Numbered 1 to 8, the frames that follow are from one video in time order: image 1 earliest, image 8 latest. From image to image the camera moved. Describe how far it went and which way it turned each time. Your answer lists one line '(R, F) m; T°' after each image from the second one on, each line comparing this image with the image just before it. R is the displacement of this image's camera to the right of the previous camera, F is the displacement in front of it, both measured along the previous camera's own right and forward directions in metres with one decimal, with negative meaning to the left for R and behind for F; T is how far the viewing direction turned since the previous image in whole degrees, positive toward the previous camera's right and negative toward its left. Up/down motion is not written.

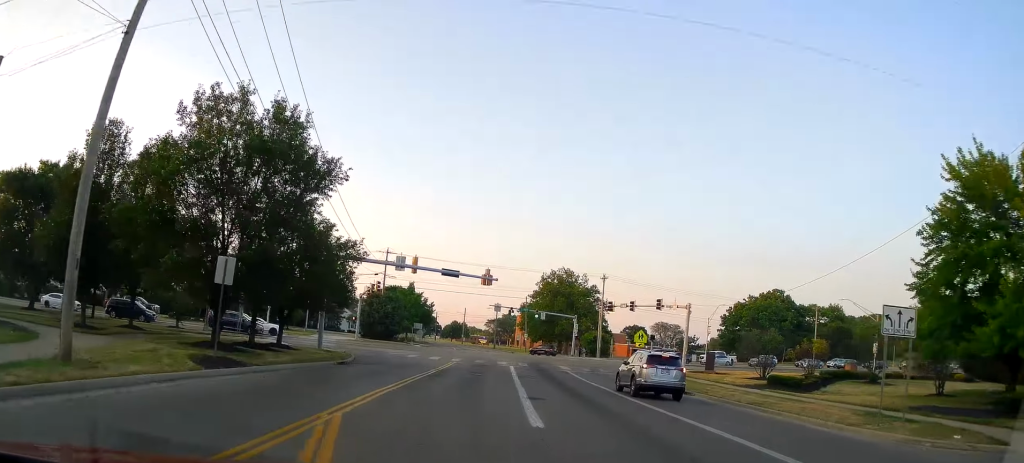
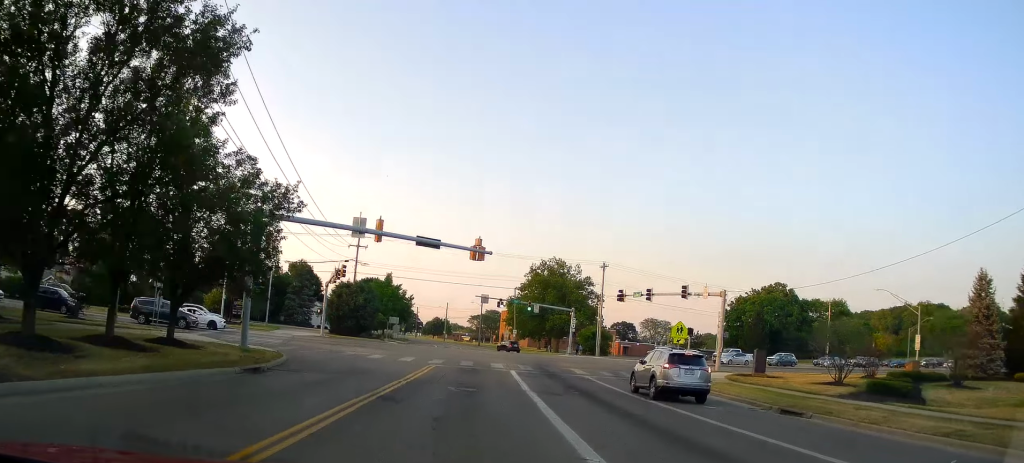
(-0.5, +10.2) m; 0°
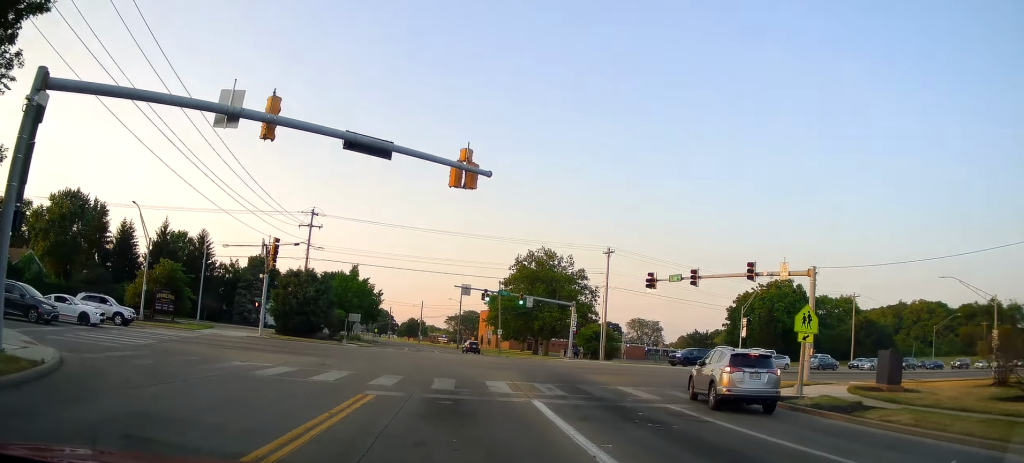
(+0.4, +14.1) m; +1°
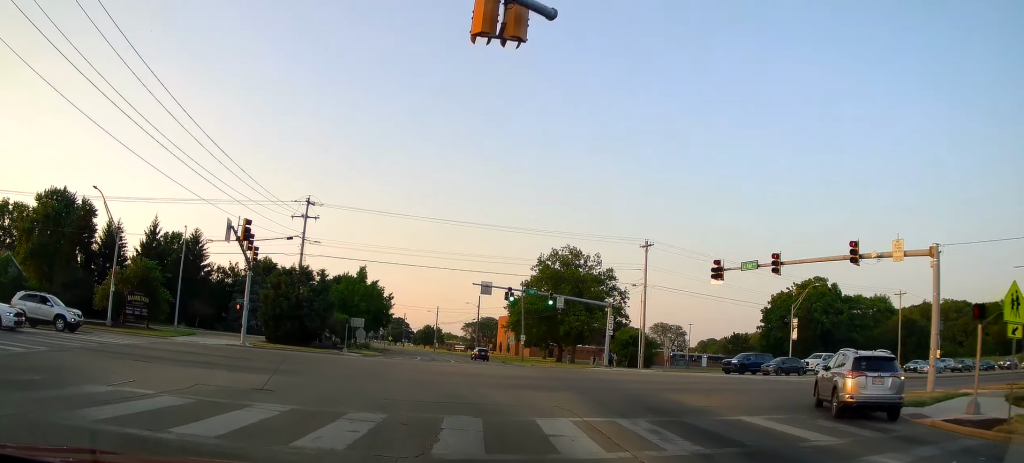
(-0.2, +8.4) m; -7°
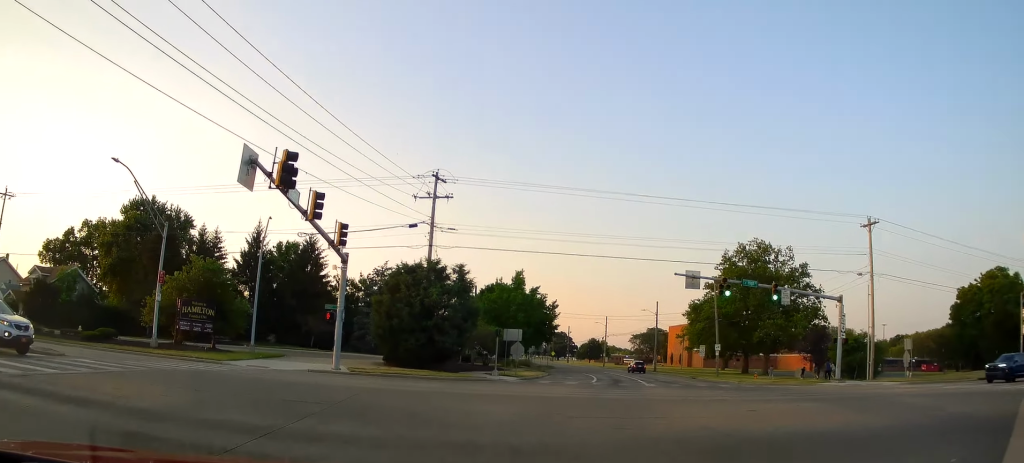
(-2.4, +14.4) m; -20°
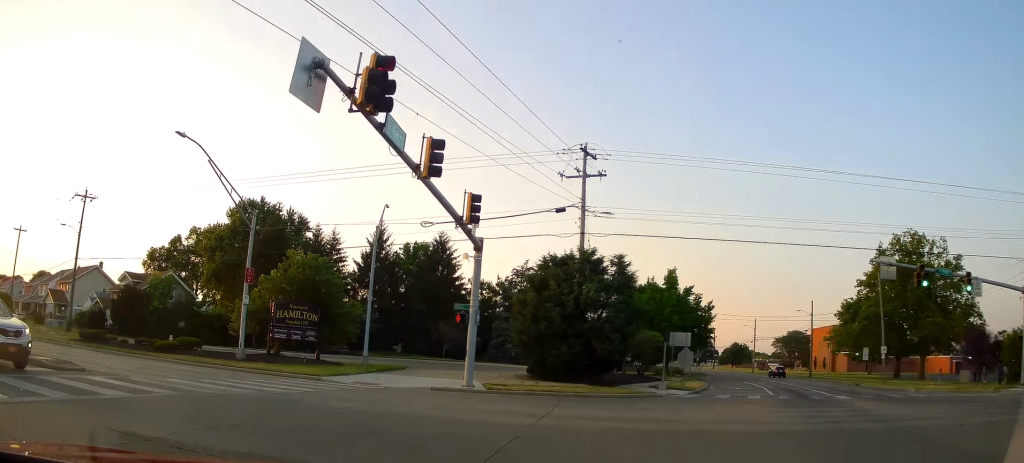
(-0.3, +6.4) m; -12°
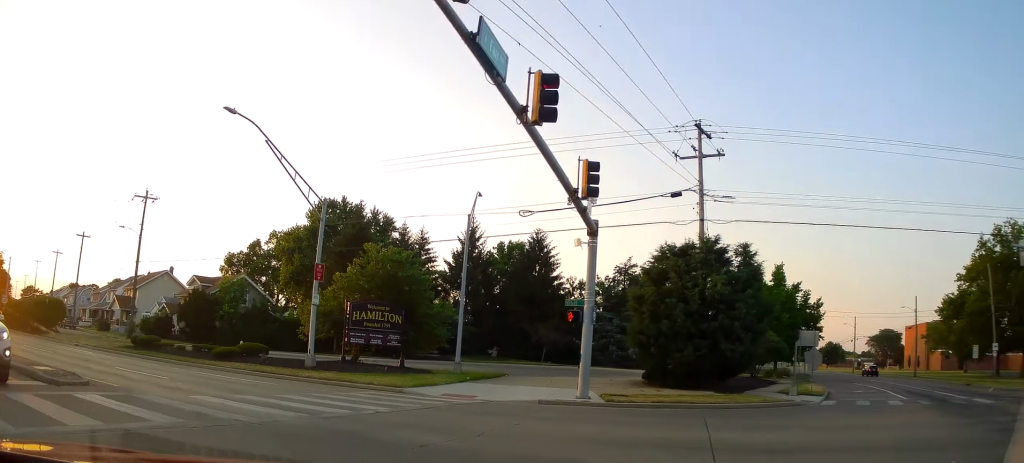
(-0.4, +4.0) m; -7°
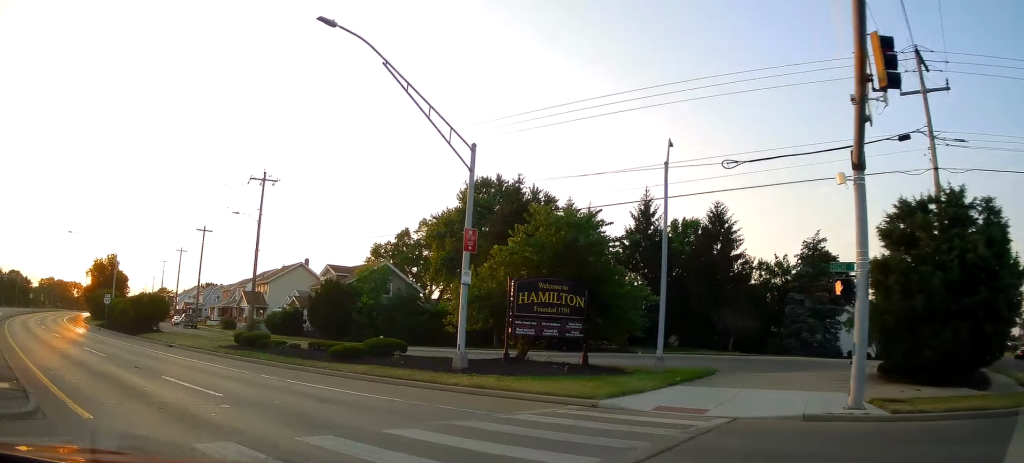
(-1.1, +6.8) m; -11°
